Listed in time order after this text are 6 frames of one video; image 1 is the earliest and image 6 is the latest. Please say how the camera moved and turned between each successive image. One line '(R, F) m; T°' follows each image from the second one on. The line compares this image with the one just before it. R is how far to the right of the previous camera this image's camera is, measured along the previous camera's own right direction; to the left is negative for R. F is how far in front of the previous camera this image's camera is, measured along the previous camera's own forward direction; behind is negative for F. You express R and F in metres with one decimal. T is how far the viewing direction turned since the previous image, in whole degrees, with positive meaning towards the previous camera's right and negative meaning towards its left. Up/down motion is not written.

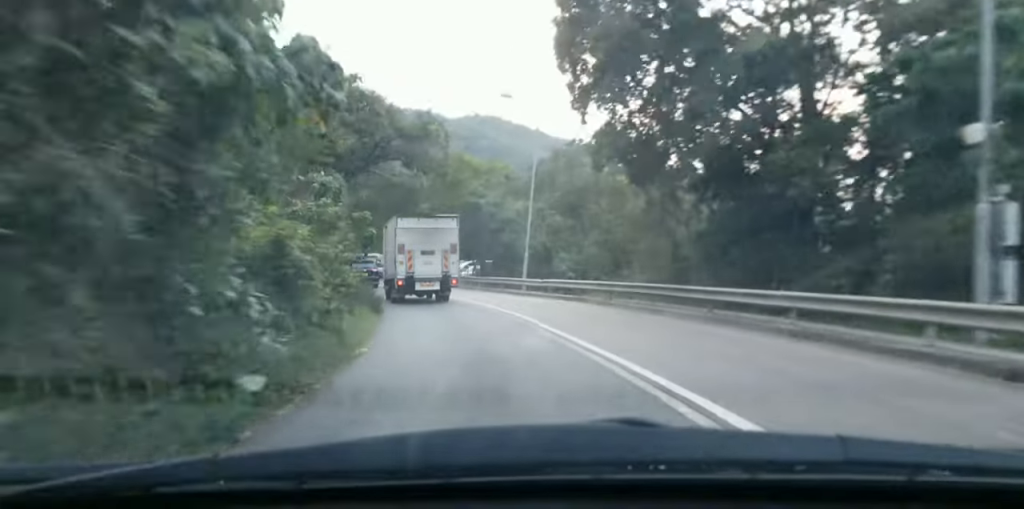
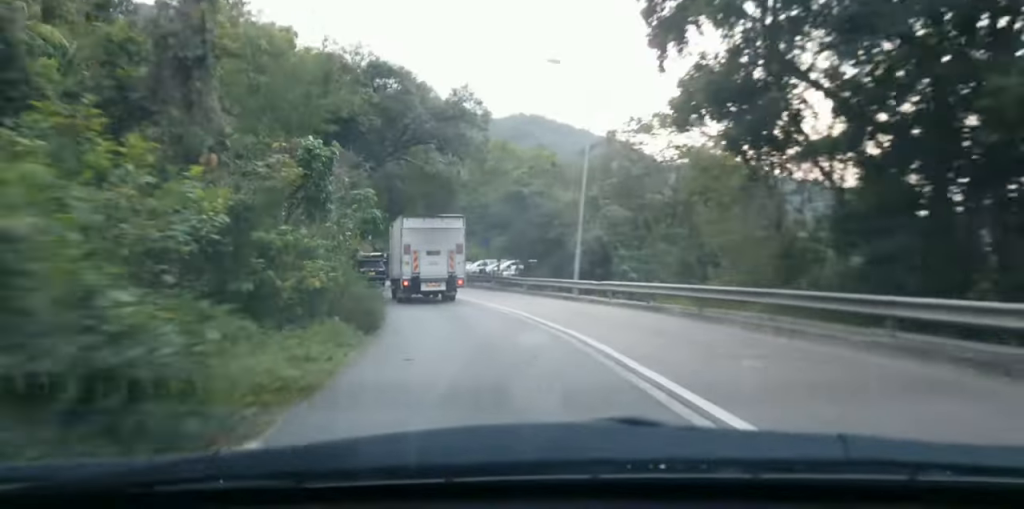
(+0.1, +6.5) m; -4°
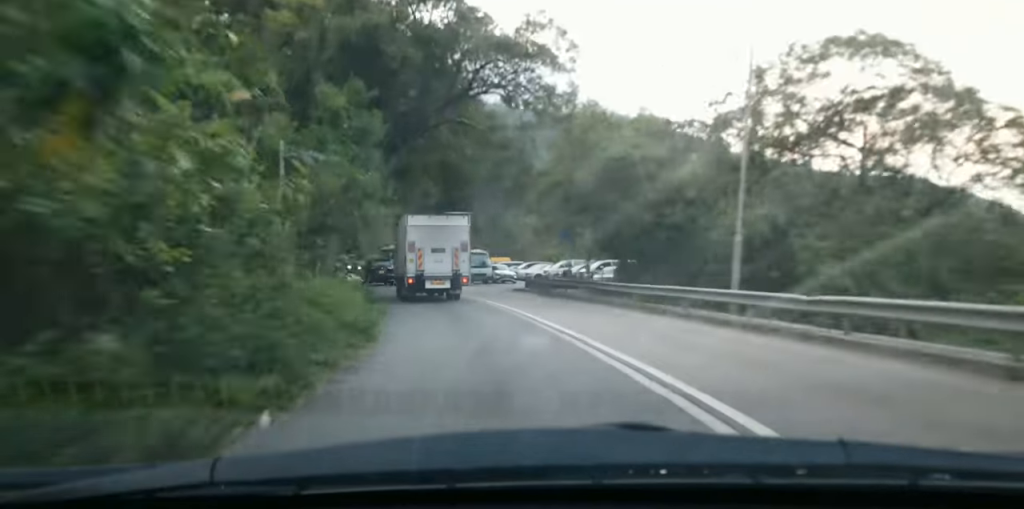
(-1.2, +14.2) m; -5°
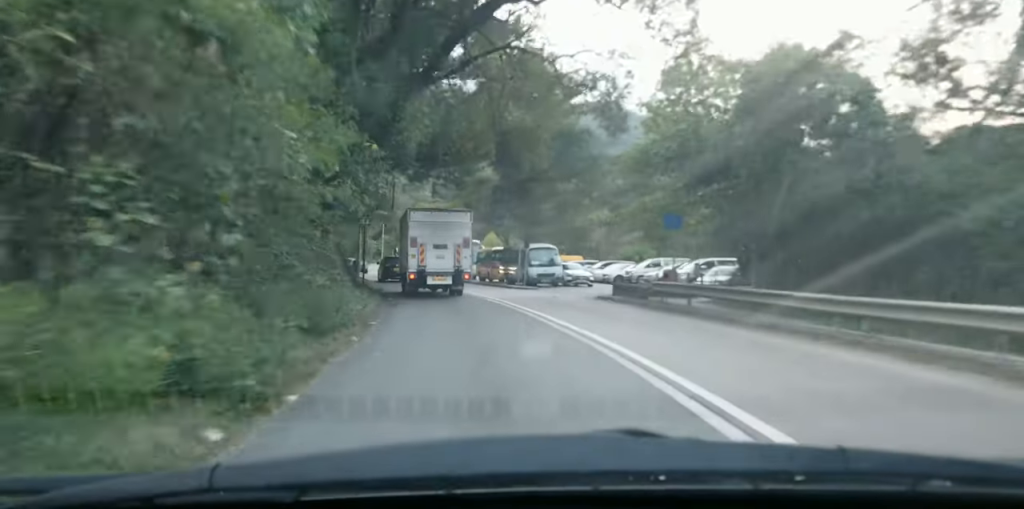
(0.0, +12.3) m; -1°
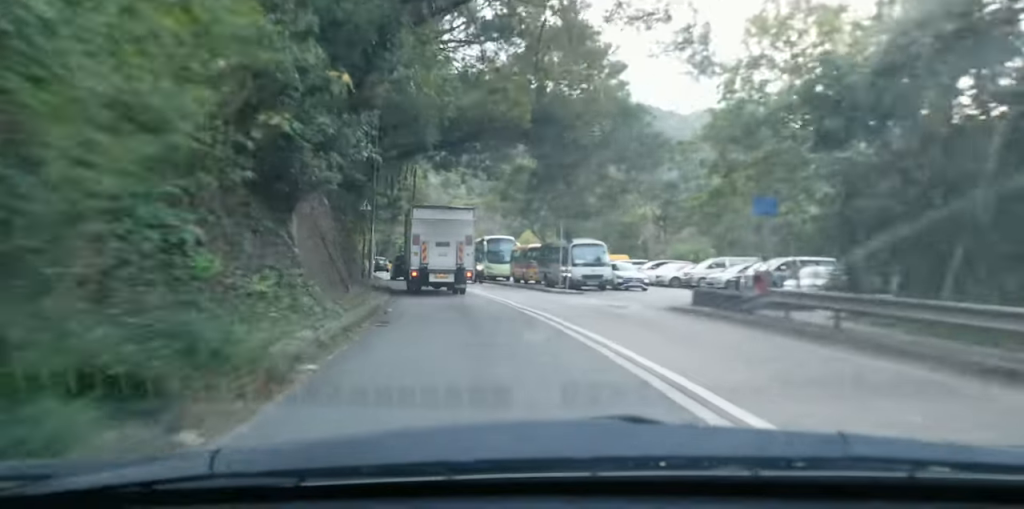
(+0.1, +7.2) m; -4°
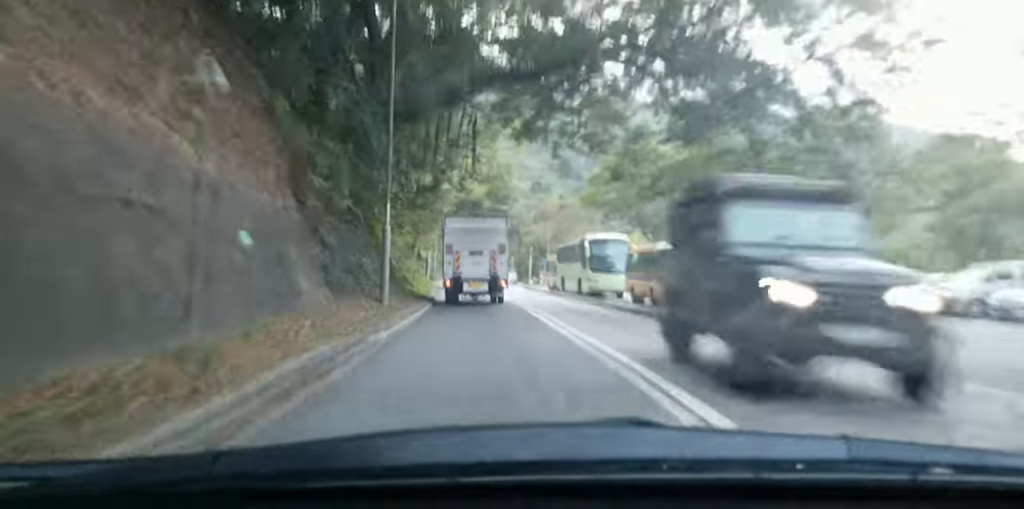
(-2.0, +17.7) m; -10°
